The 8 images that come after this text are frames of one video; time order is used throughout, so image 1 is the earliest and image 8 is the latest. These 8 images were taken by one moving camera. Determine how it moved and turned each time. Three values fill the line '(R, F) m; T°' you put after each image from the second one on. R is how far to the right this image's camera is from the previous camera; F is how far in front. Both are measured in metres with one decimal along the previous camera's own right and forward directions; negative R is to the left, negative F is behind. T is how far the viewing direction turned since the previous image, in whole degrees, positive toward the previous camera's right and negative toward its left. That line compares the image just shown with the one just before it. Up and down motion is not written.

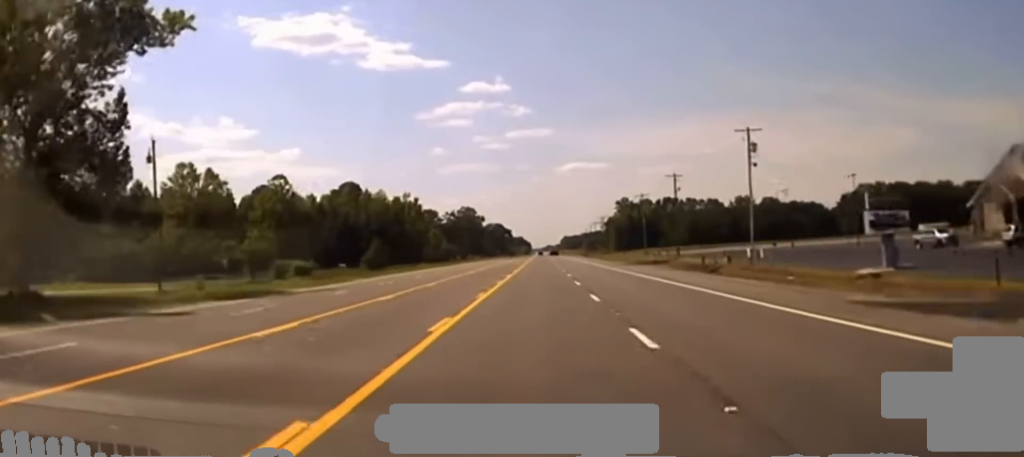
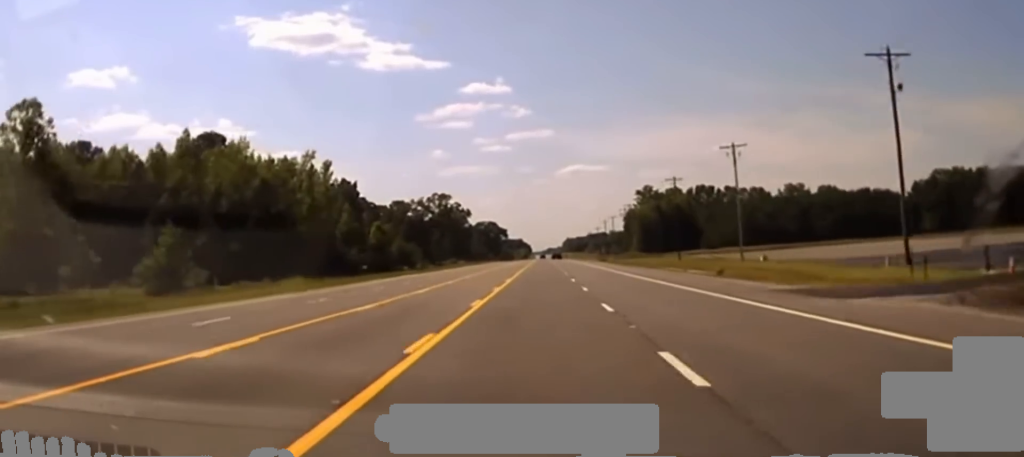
(+0.2, +96.6) m; 0°
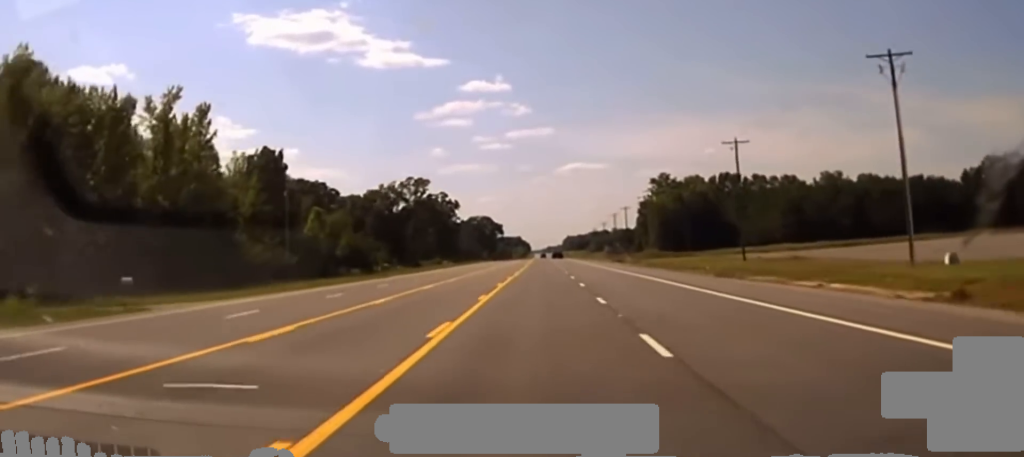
(-0.1, +47.8) m; 0°
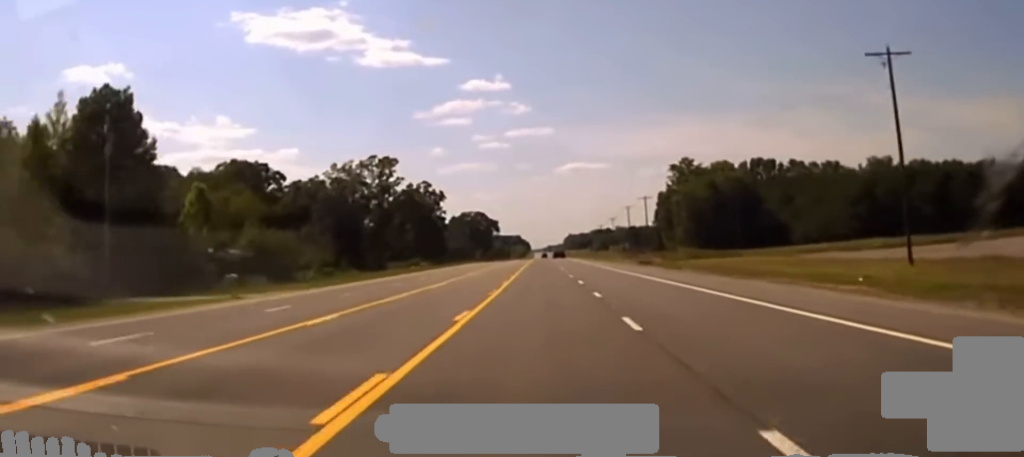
(0.0, +42.1) m; 0°
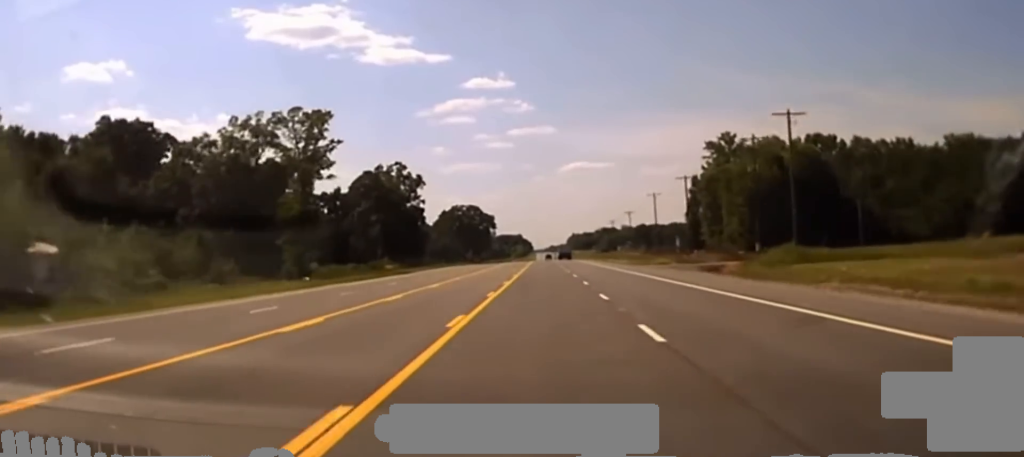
(0.0, +46.4) m; 0°
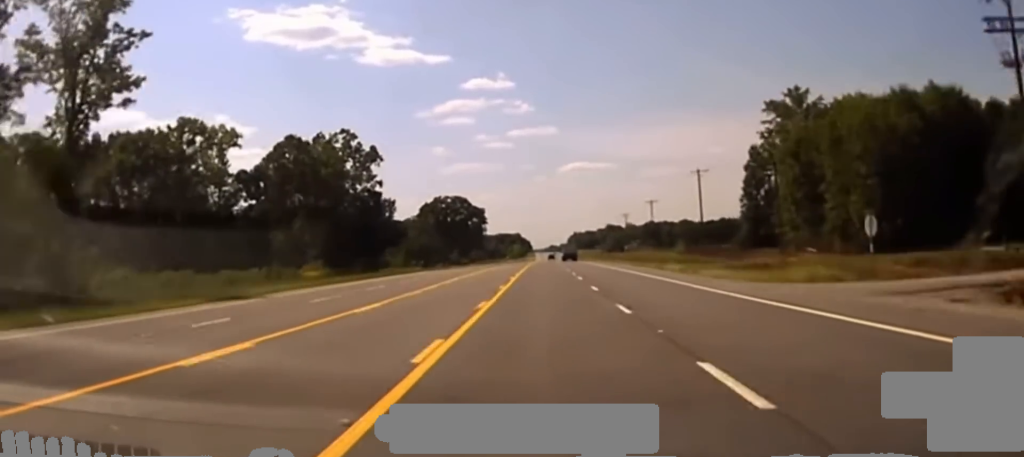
(0.0, +46.5) m; 0°
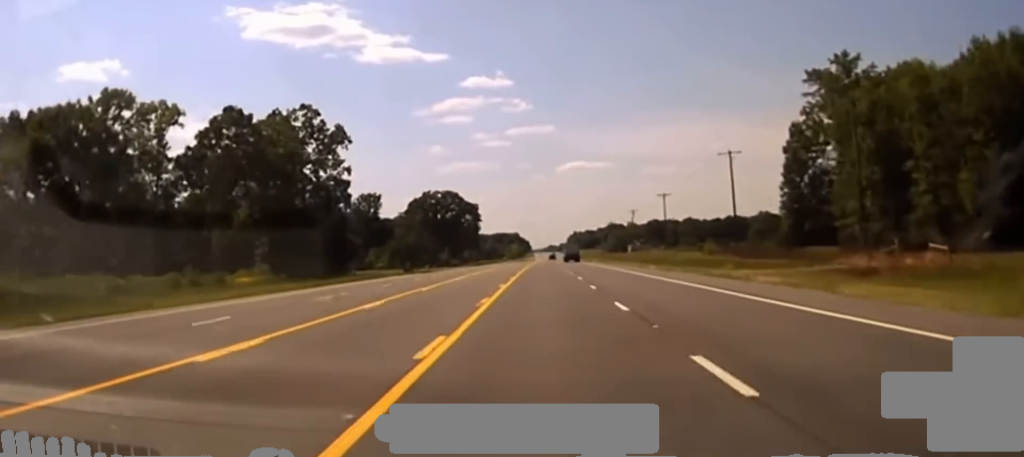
(0.0, +20.6) m; 0°
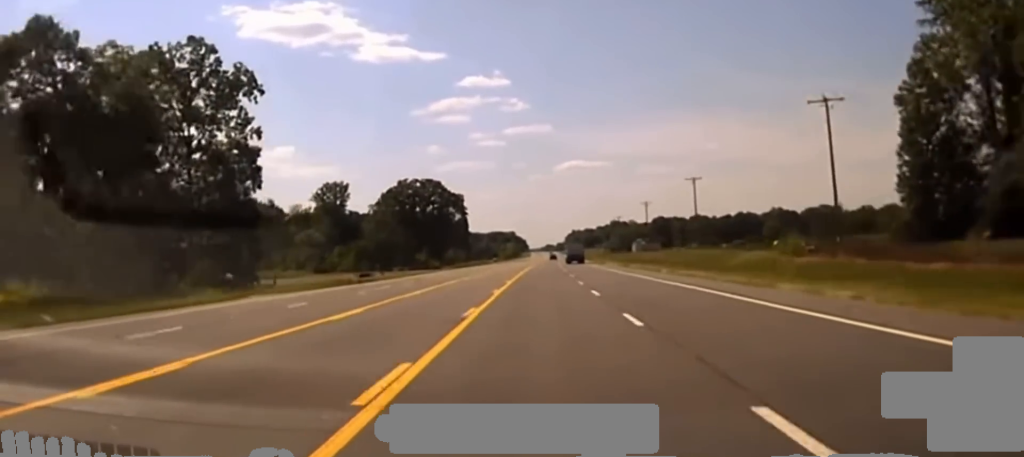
(+0.2, +38.3) m; 0°
